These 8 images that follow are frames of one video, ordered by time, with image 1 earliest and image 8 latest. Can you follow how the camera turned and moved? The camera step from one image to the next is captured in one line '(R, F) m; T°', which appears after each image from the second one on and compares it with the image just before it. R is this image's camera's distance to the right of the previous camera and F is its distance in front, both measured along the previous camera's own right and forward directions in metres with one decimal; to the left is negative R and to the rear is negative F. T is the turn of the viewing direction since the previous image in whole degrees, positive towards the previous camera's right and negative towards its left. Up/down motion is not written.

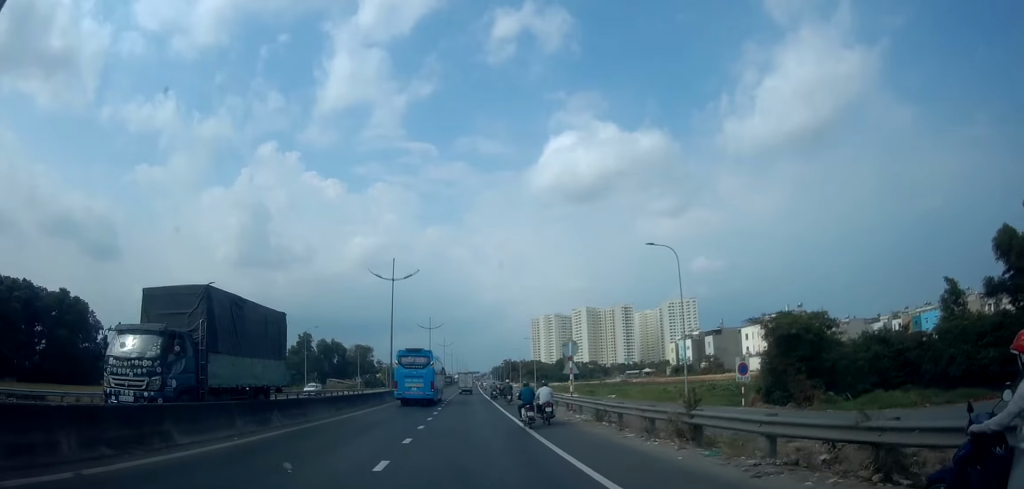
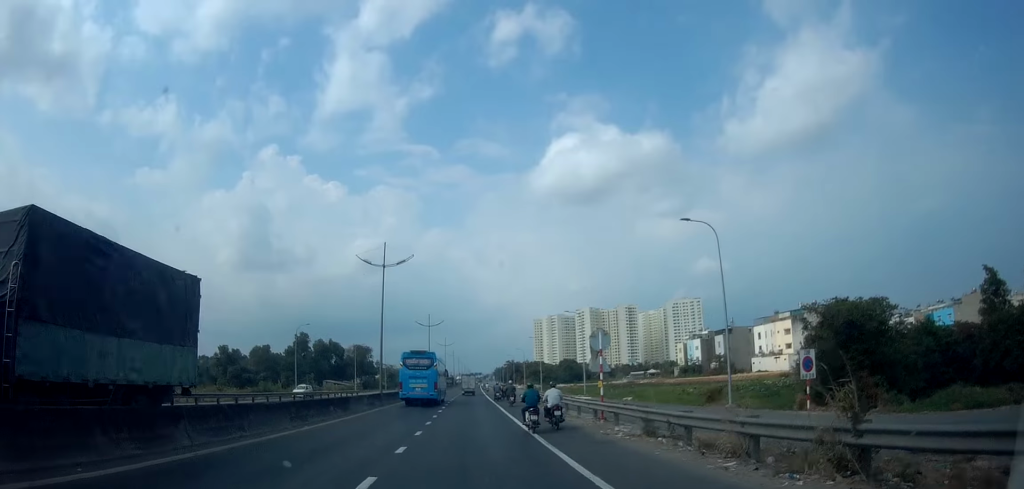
(0.0, +5.7) m; 0°
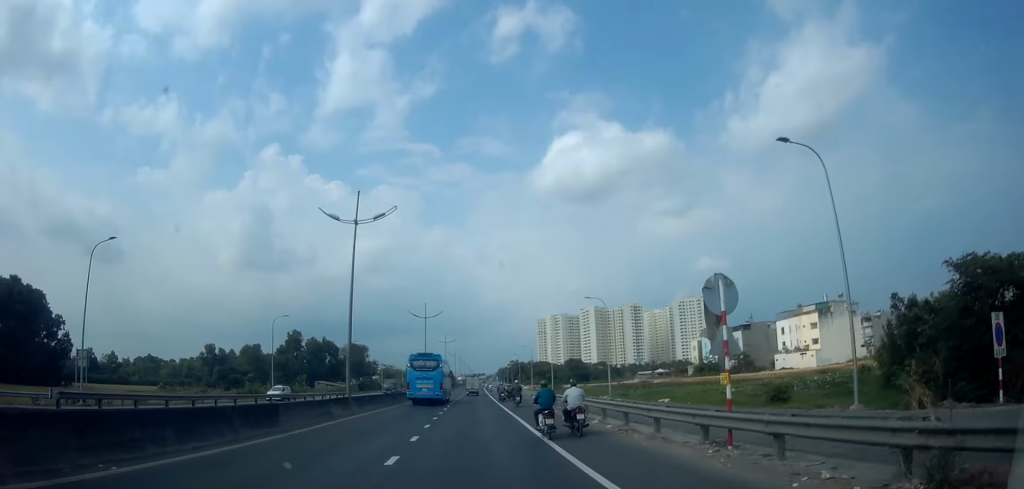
(-0.1, +9.9) m; -1°
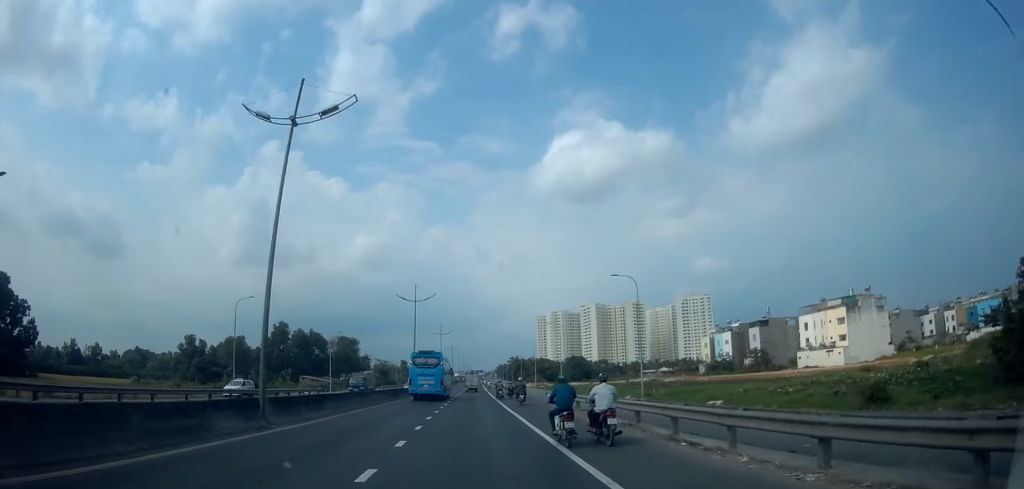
(-0.1, +10.1) m; -1°
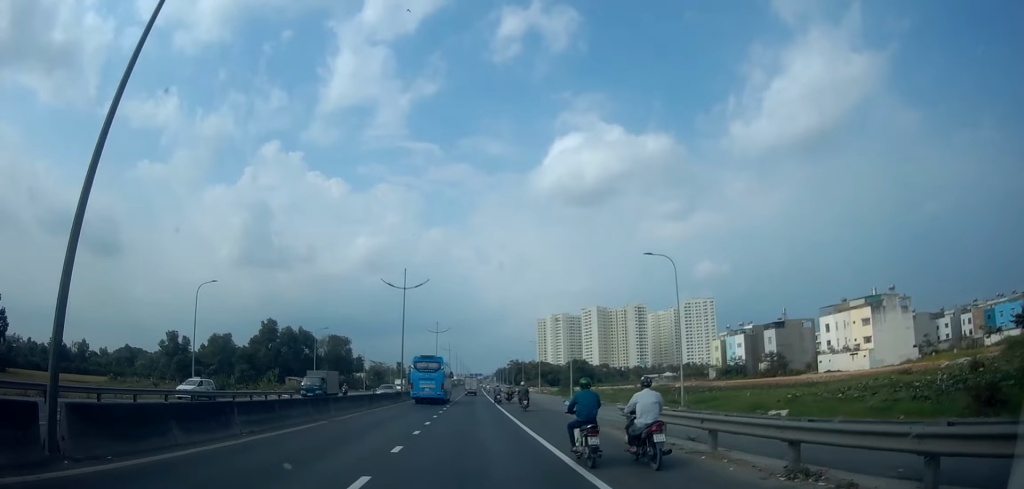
(0.0, +8.3) m; 0°
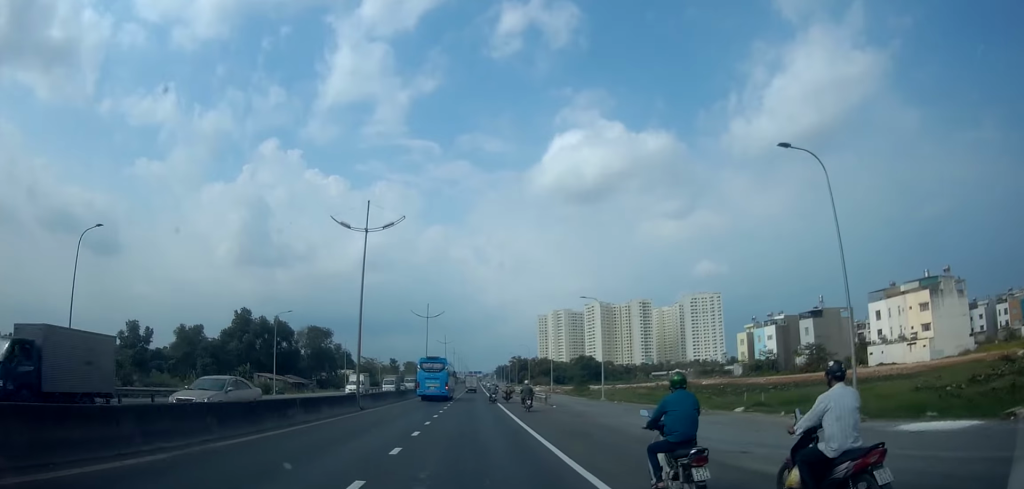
(0.0, +16.7) m; +1°
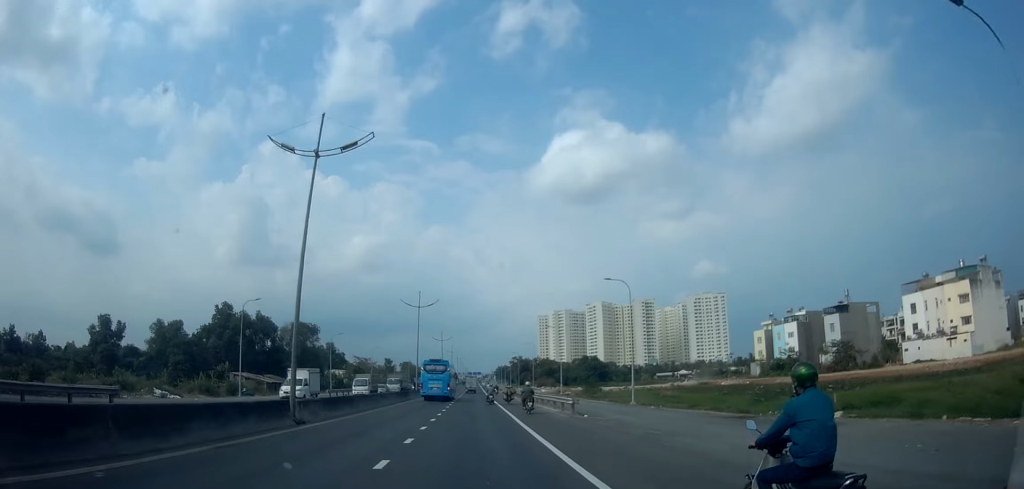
(0.0, +10.0) m; +2°
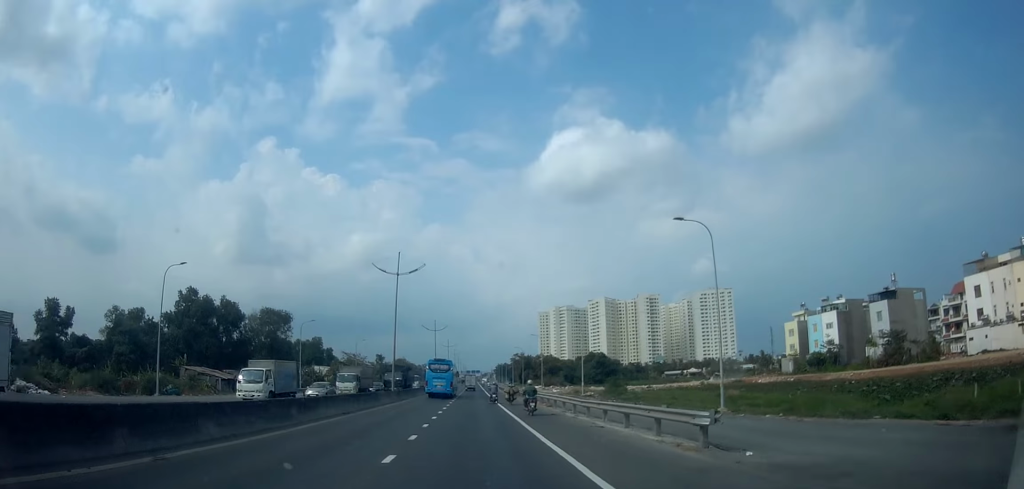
(+0.5, +15.2) m; -1°
